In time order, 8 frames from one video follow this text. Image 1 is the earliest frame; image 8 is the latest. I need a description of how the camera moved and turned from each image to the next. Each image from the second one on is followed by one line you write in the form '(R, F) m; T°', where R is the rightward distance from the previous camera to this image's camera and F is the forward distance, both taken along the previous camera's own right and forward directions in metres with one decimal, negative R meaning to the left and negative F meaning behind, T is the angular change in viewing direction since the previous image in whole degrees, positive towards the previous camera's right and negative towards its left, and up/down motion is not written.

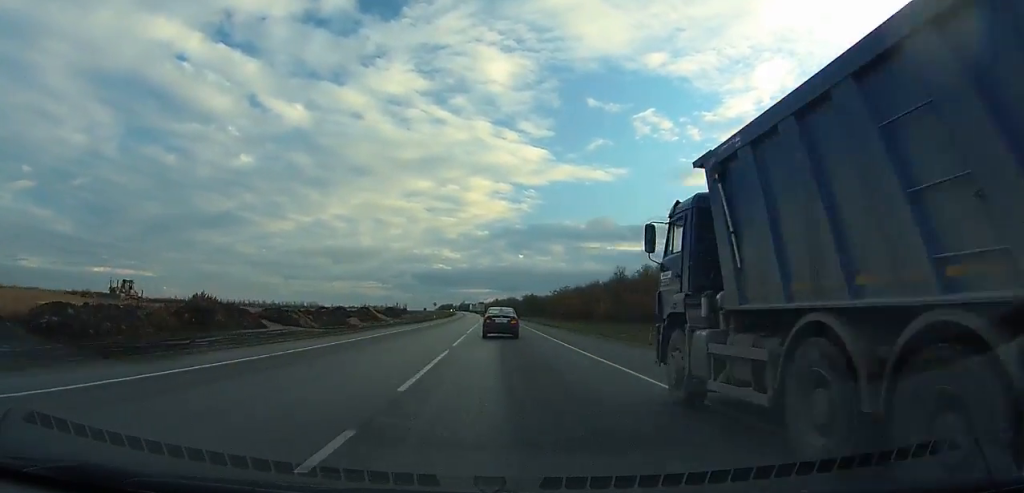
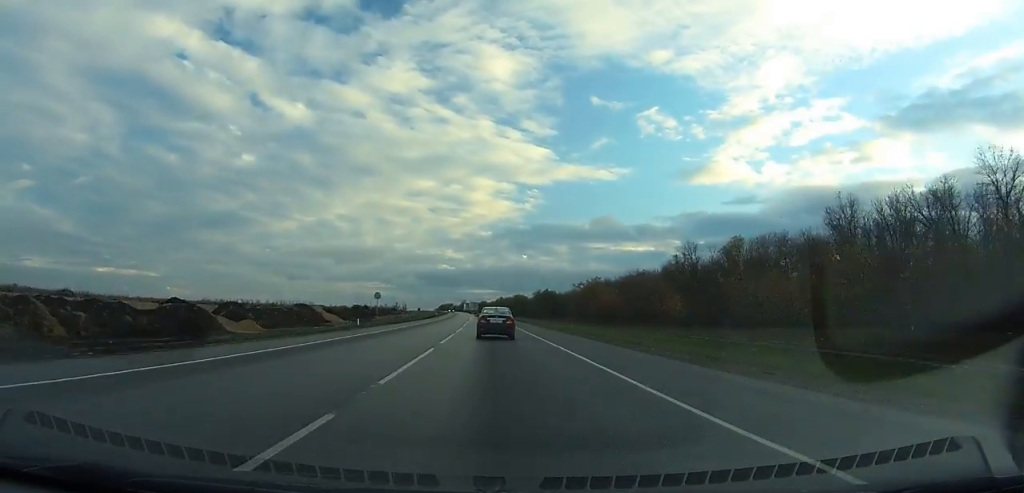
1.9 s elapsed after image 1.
(0.0, +58.4) m; -1°
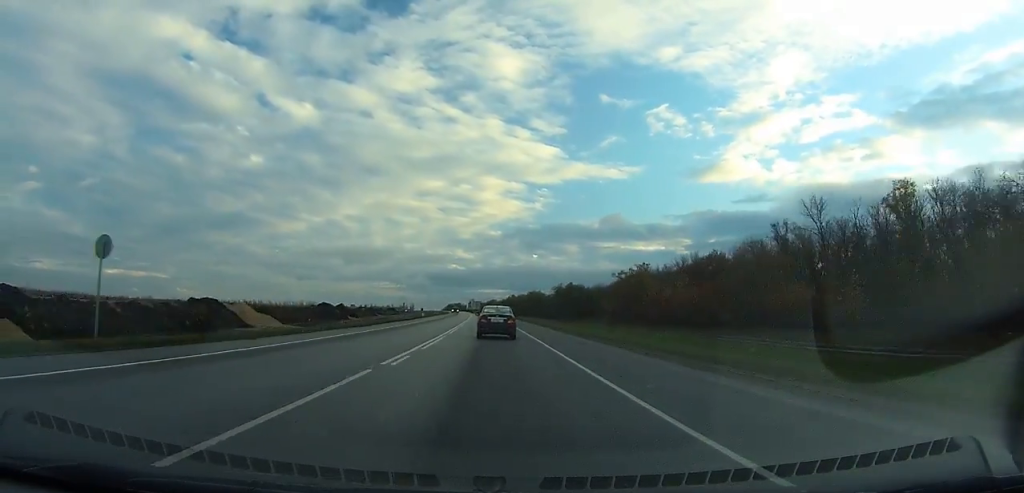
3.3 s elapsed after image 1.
(+0.4, +42.9) m; 0°
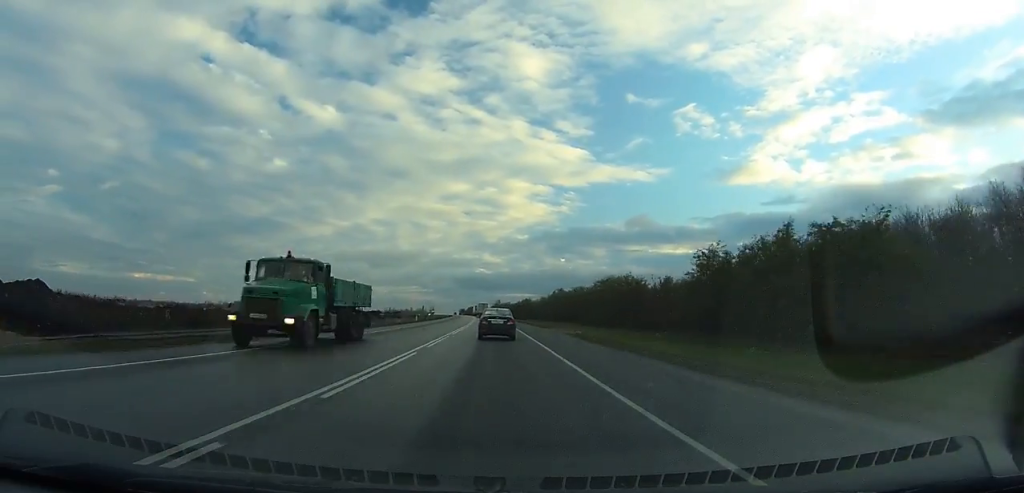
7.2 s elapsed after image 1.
(-2.9, +113.1) m; -2°
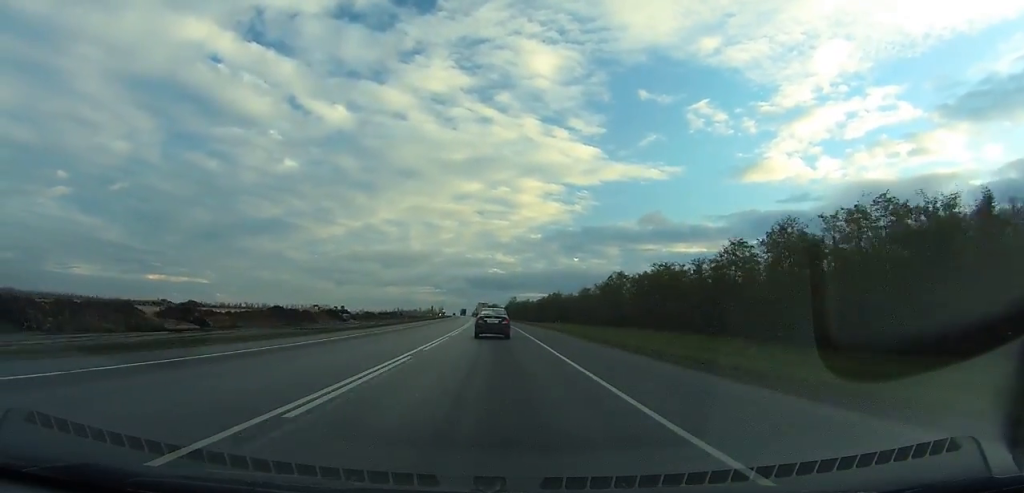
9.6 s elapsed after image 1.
(-0.7, +66.8) m; -1°
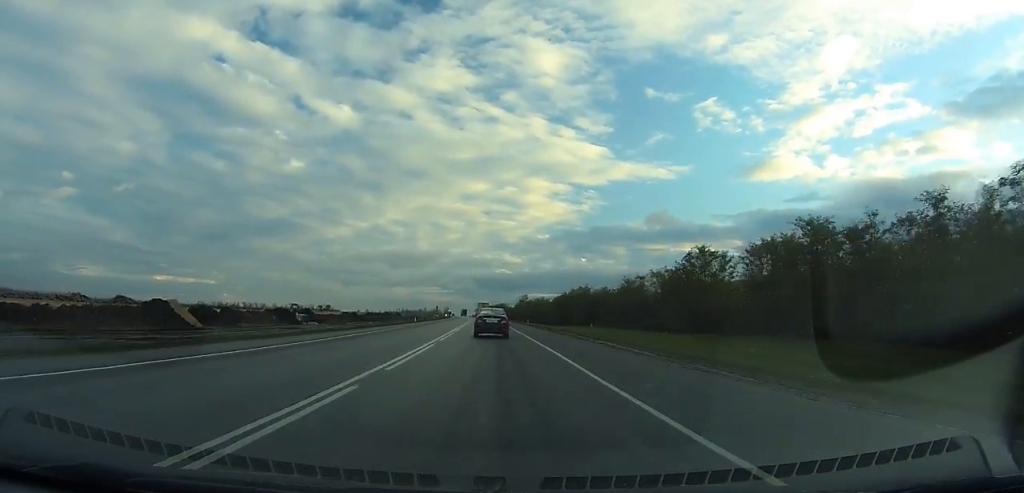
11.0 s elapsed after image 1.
(-0.4, +37.7) m; -1°
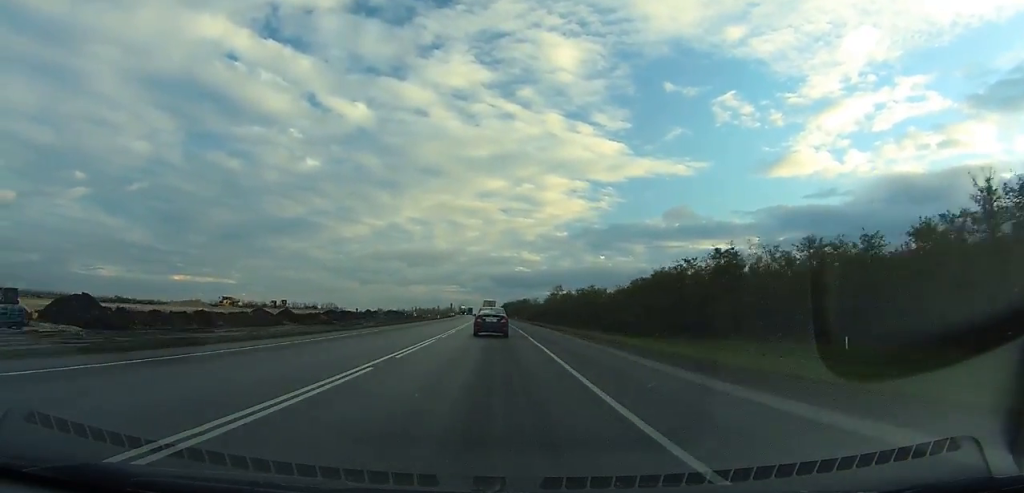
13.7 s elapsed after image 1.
(-1.0, +74.1) m; -1°
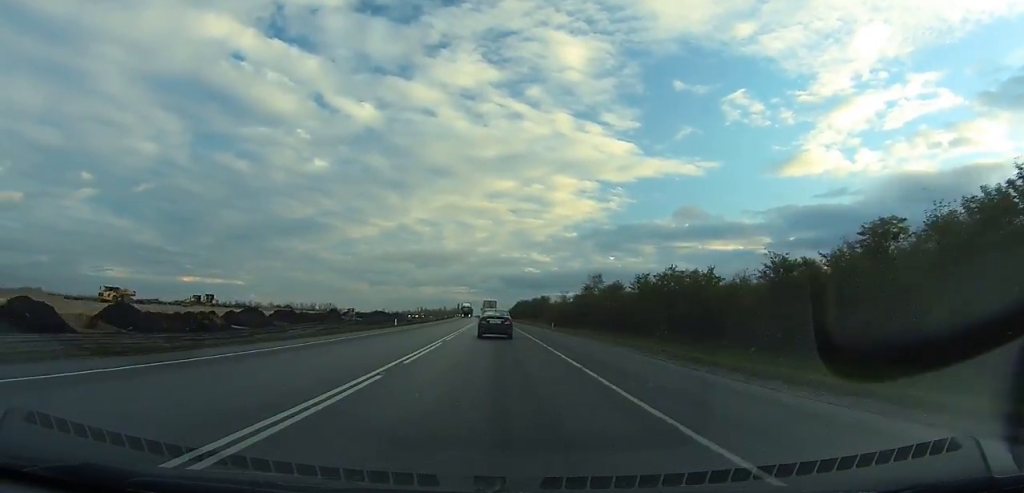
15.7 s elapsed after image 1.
(-0.5, +56.2) m; -1°
